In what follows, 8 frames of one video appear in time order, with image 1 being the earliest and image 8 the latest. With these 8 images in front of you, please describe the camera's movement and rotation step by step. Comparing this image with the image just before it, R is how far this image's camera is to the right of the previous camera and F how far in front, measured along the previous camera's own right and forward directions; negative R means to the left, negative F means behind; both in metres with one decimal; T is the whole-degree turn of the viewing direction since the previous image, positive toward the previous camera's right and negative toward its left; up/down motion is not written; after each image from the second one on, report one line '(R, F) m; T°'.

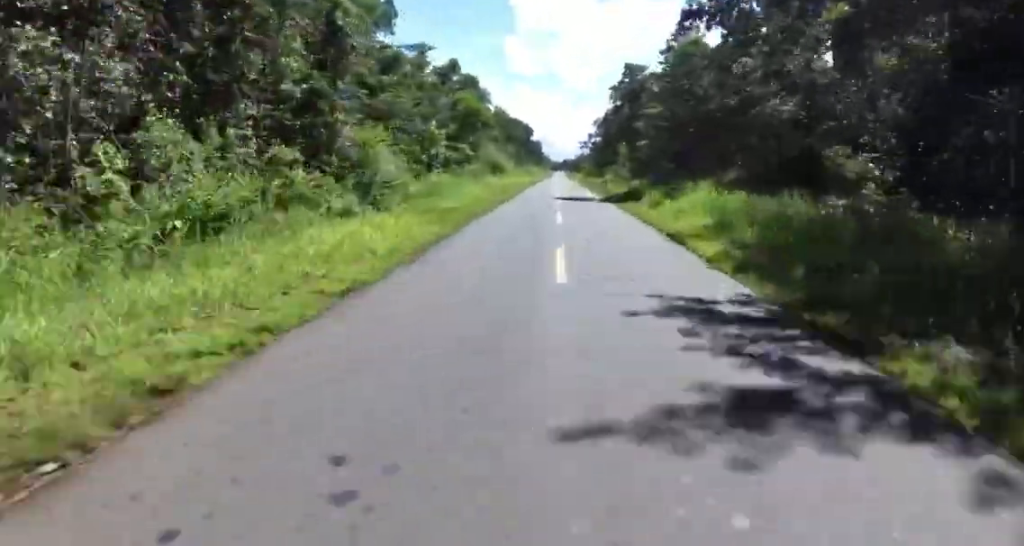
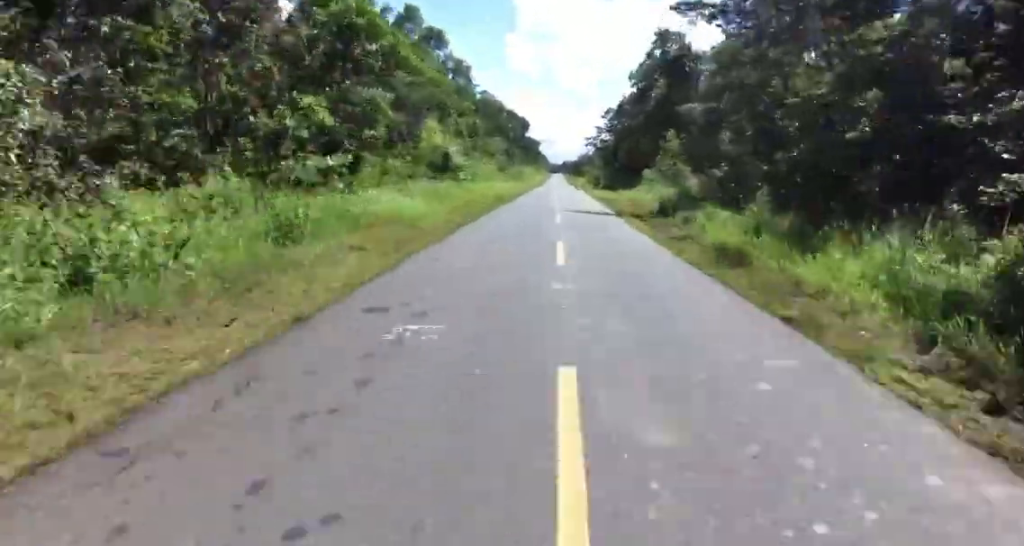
(+0.9, +31.0) m; +1°
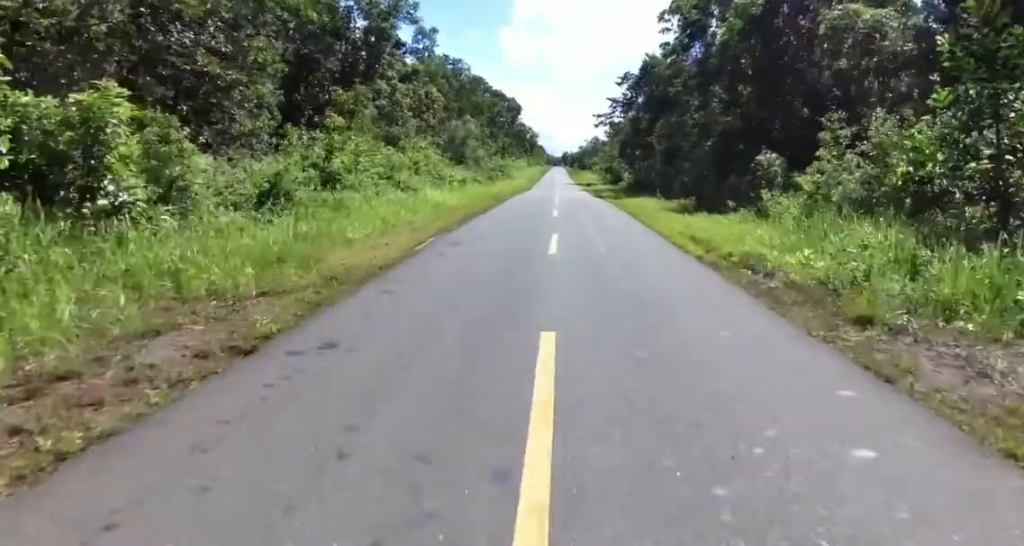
(-1.0, +33.8) m; -1°
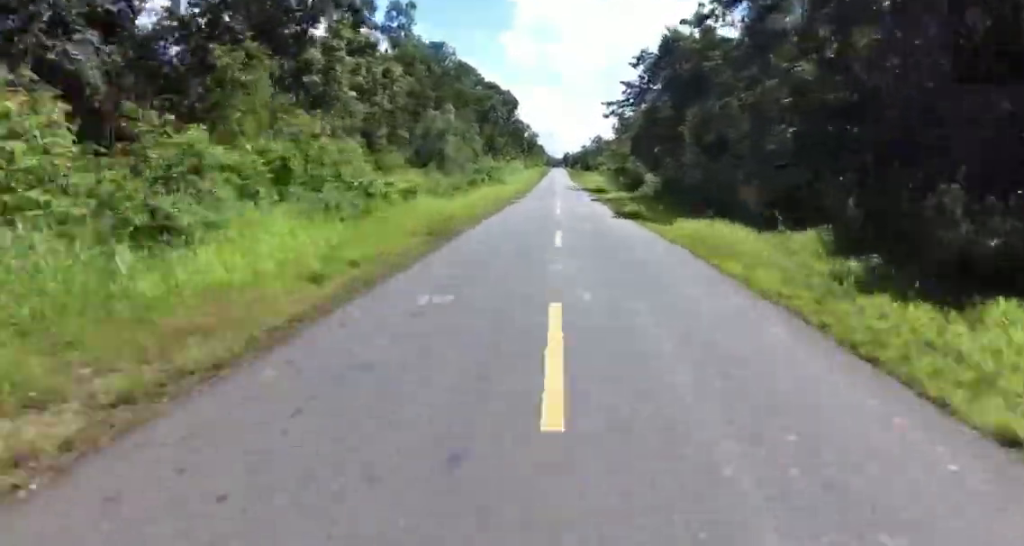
(+0.3, +15.8) m; +1°
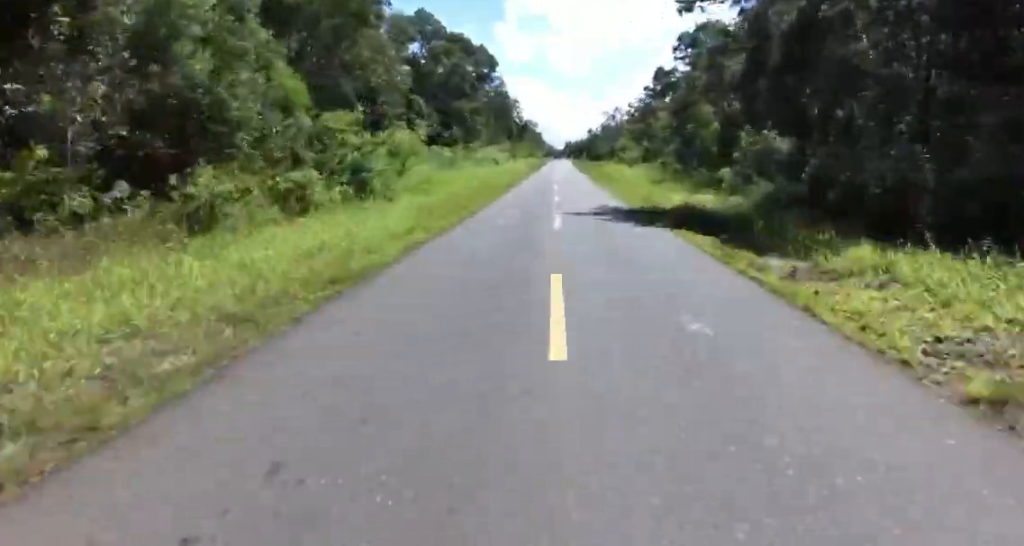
(+0.7, +42.5) m; +2°
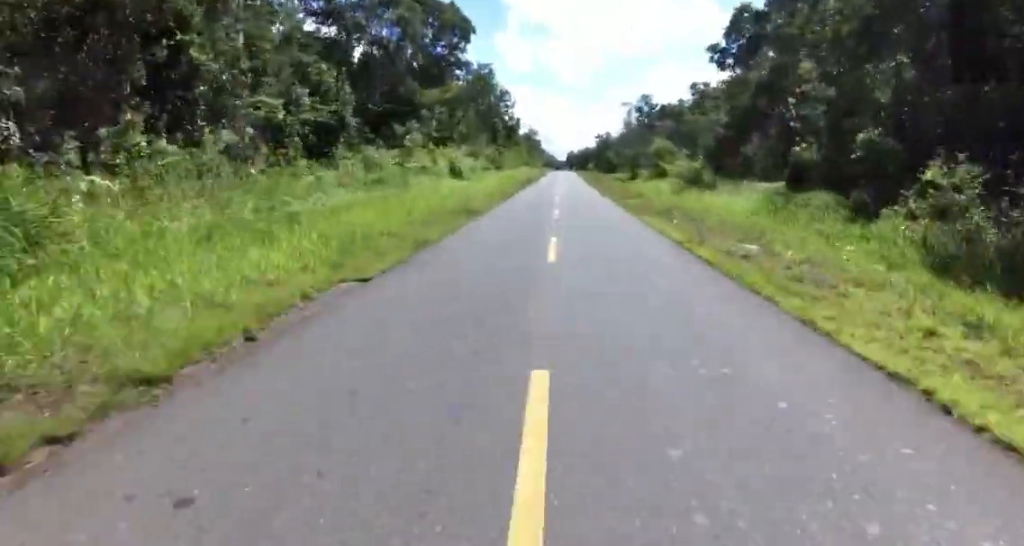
(+0.6, +29.1) m; 0°
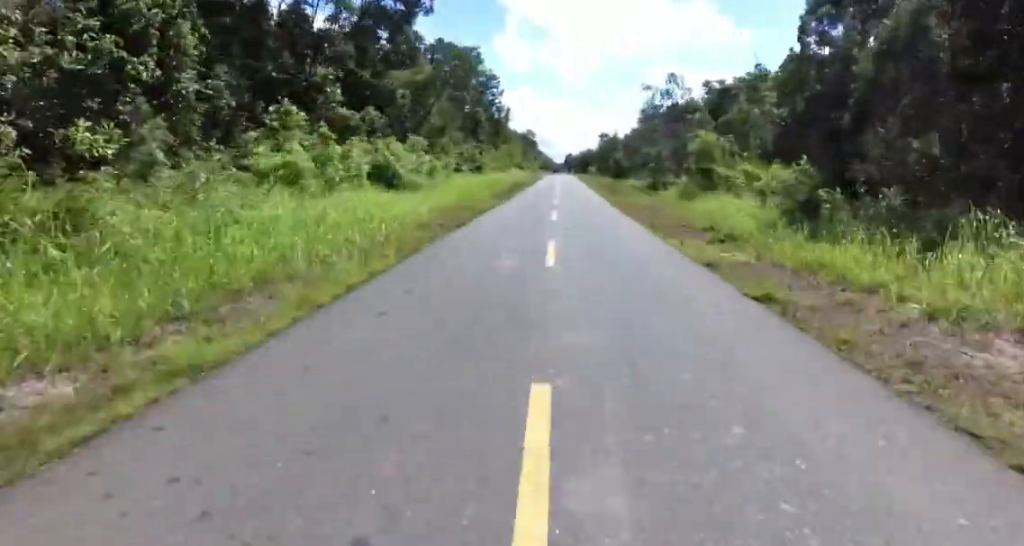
(-0.4, +17.9) m; -1°
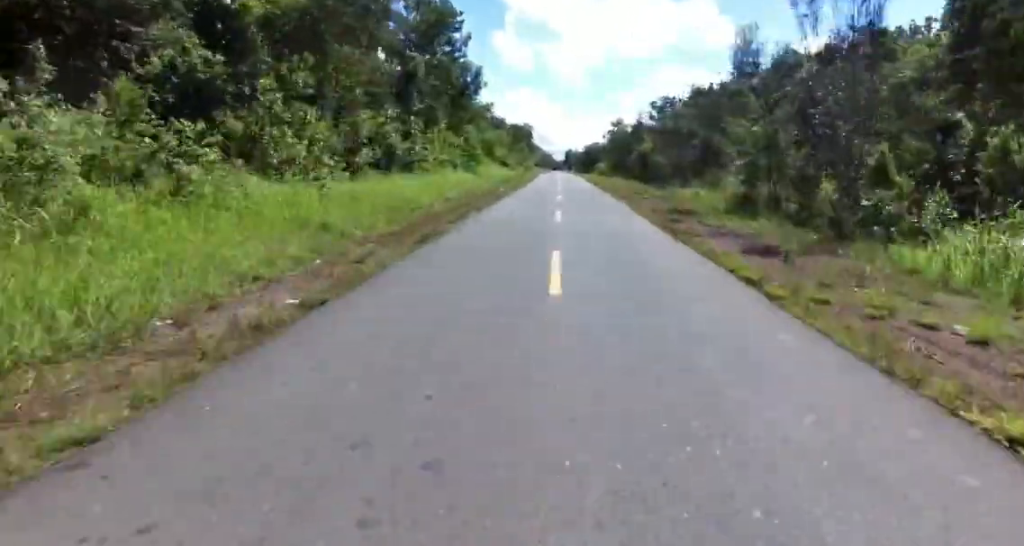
(-0.2, +28.3) m; 0°
